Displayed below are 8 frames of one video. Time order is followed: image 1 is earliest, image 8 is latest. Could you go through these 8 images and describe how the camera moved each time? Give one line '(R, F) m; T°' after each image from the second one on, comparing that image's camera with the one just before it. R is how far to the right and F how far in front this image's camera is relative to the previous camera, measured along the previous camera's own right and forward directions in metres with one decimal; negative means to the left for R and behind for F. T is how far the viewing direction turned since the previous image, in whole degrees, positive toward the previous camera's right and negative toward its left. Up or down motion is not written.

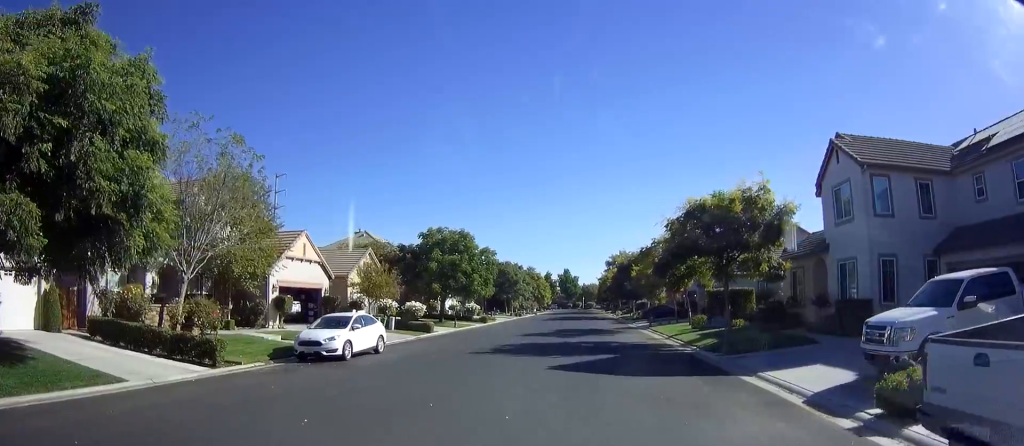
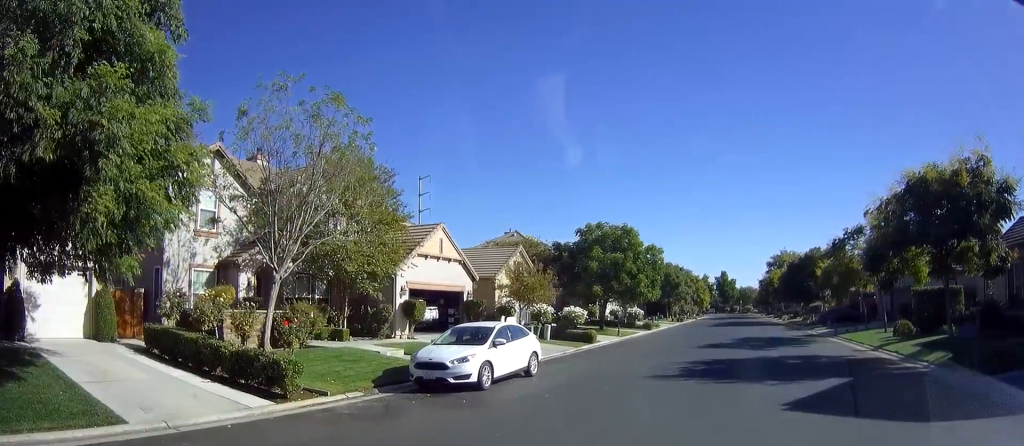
(-1.2, +4.3) m; -24°
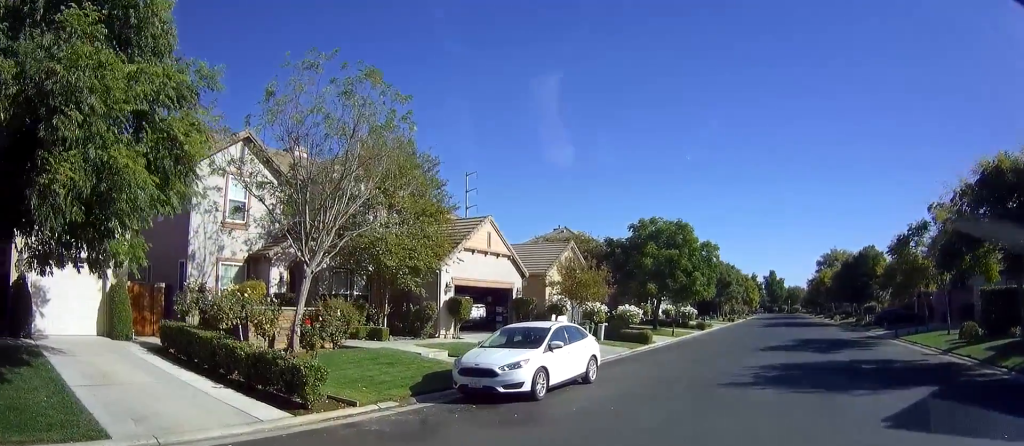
(+0.1, +1.3) m; 0°
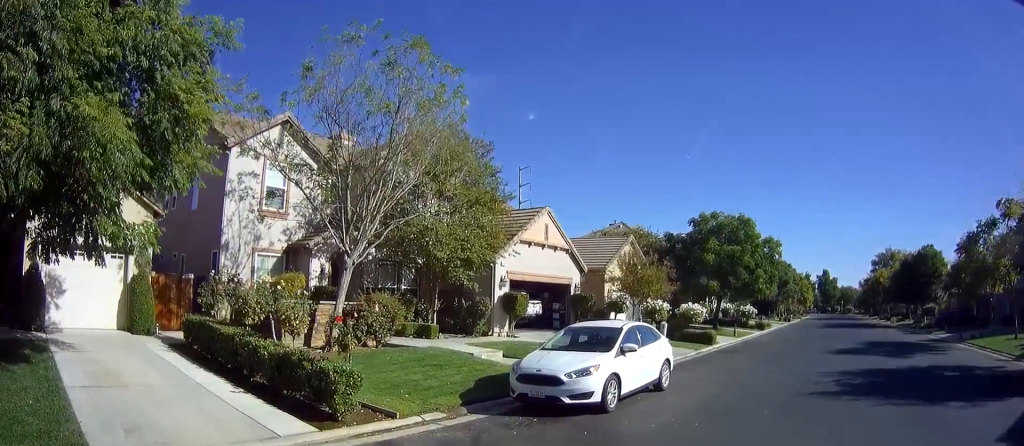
(-0.1, +1.2) m; -6°
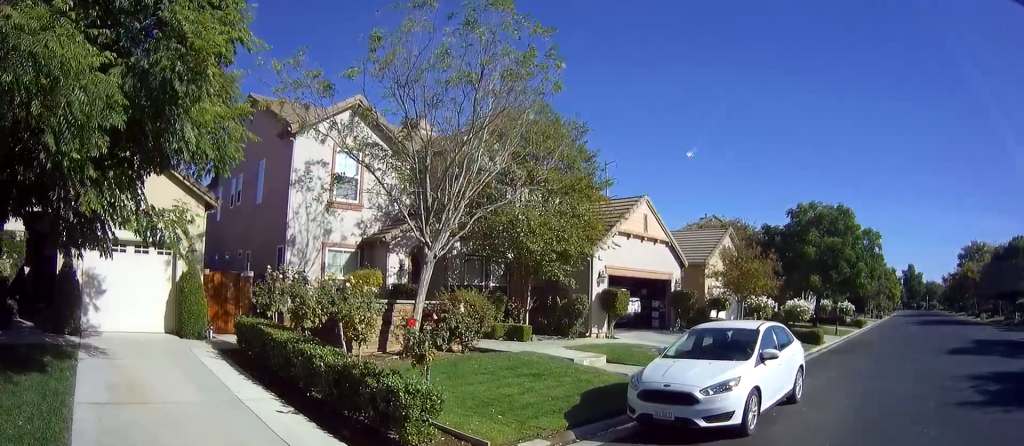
(0.0, +1.5) m; -8°
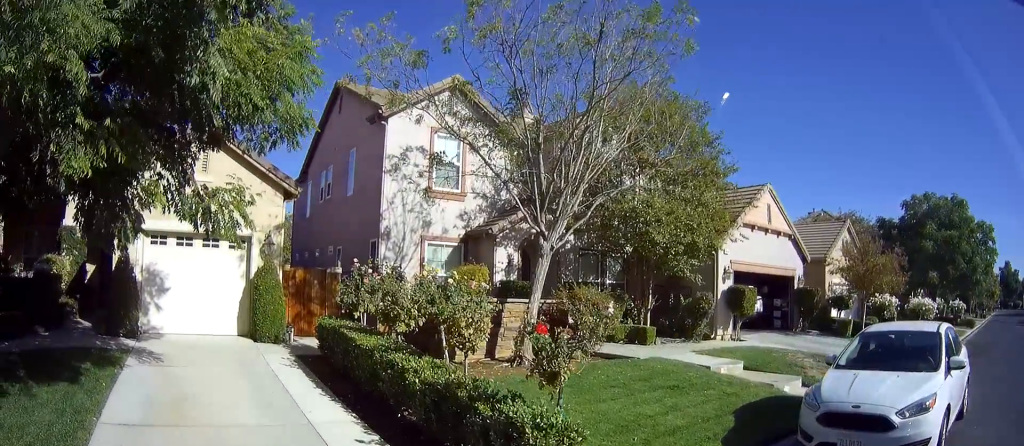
(-0.2, +1.4) m; -8°
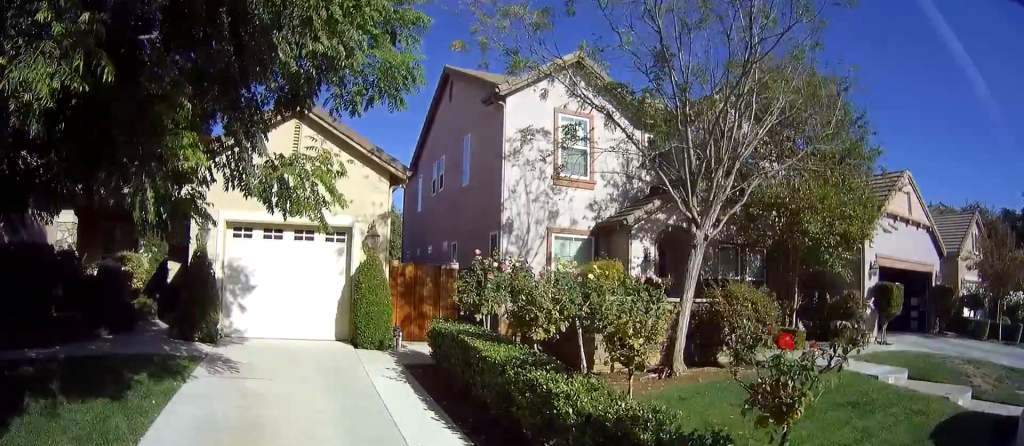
(-0.1, +1.7) m; -13°
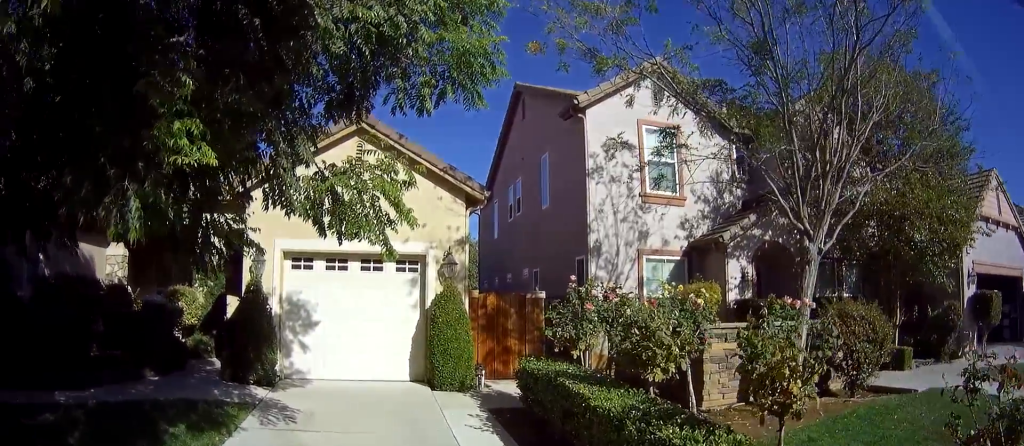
(-0.4, +1.7) m; -3°
